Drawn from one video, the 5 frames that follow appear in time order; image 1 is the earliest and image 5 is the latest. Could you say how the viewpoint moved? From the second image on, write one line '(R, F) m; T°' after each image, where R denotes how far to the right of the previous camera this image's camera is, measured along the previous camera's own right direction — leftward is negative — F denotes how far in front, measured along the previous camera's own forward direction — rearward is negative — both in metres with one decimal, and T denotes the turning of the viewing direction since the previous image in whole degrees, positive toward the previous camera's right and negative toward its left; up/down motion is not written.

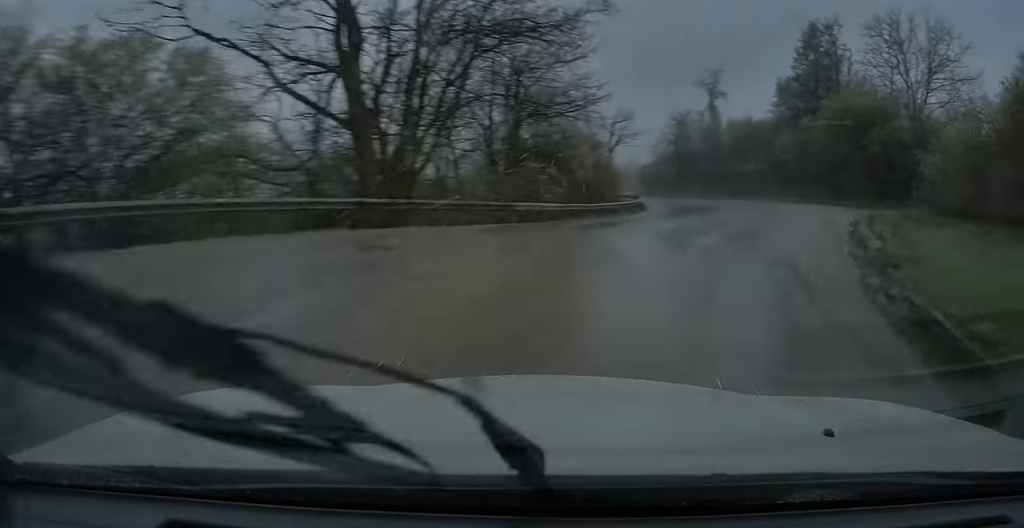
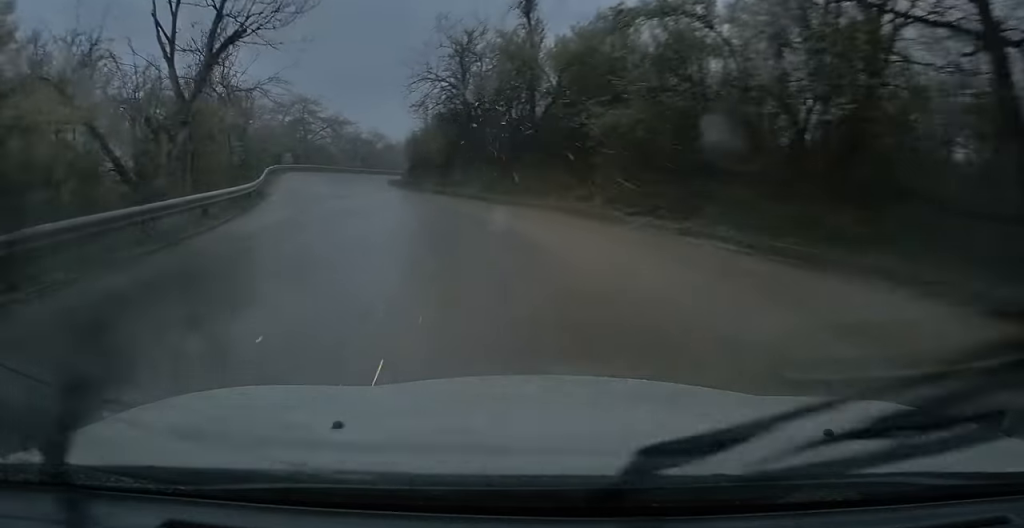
(+4.5, +39.4) m; -2°
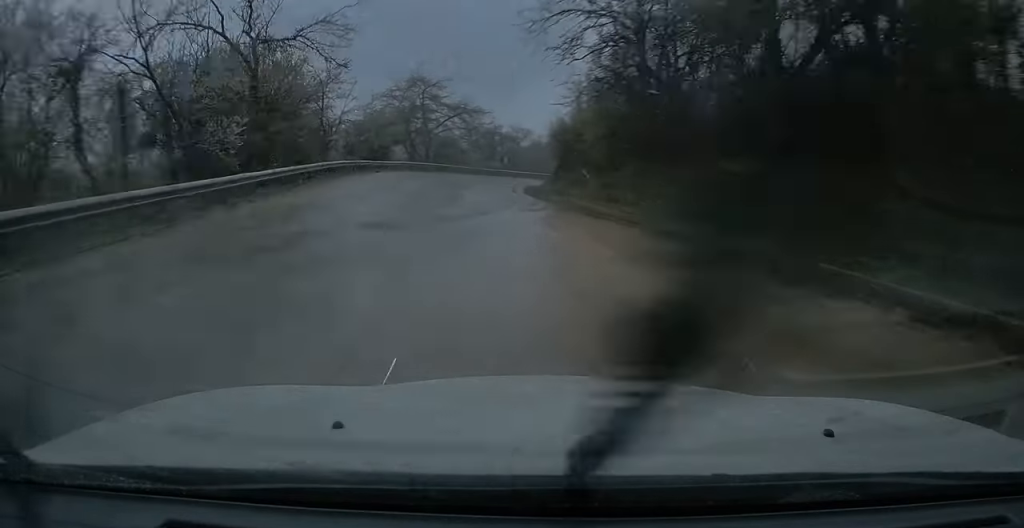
(-2.0, +15.3) m; -13°
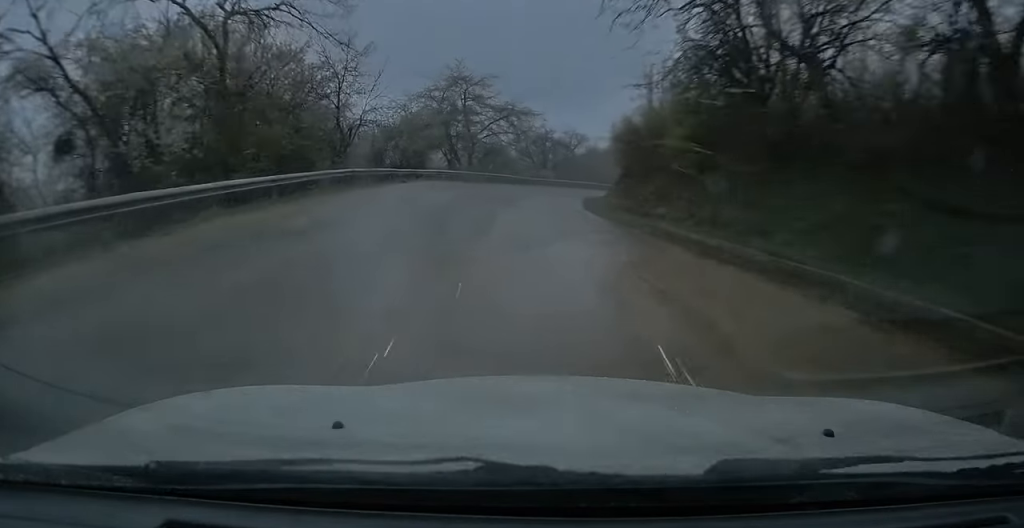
(-0.4, +6.7) m; -4°
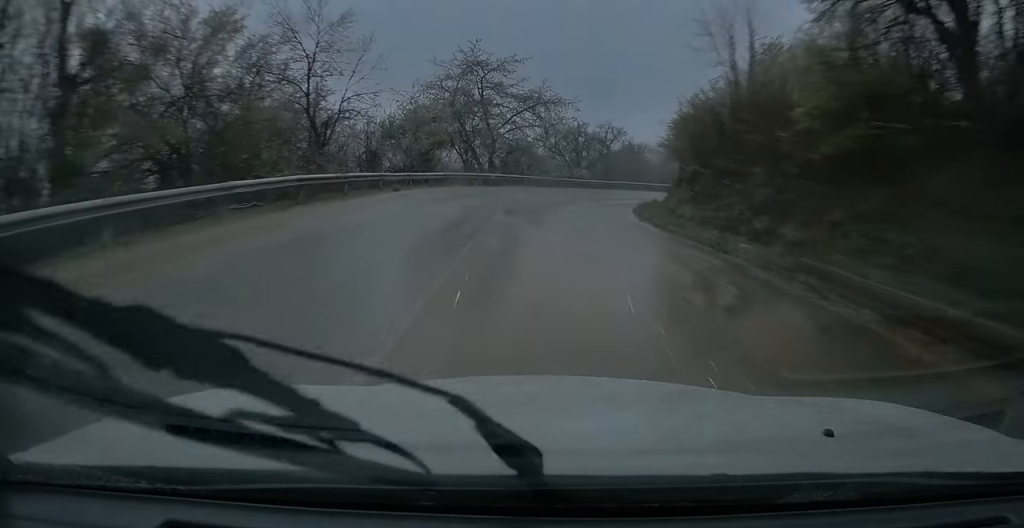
(0.0, +8.0) m; 0°
